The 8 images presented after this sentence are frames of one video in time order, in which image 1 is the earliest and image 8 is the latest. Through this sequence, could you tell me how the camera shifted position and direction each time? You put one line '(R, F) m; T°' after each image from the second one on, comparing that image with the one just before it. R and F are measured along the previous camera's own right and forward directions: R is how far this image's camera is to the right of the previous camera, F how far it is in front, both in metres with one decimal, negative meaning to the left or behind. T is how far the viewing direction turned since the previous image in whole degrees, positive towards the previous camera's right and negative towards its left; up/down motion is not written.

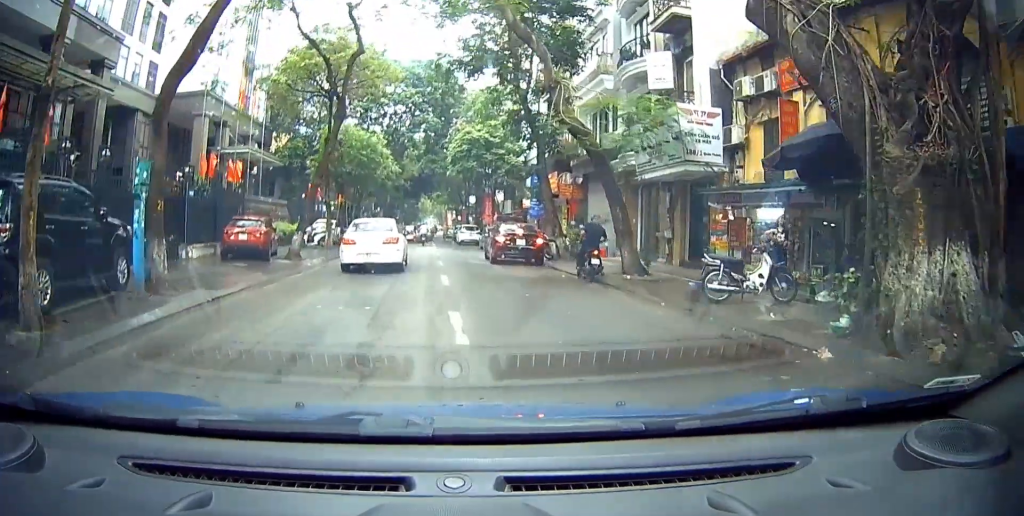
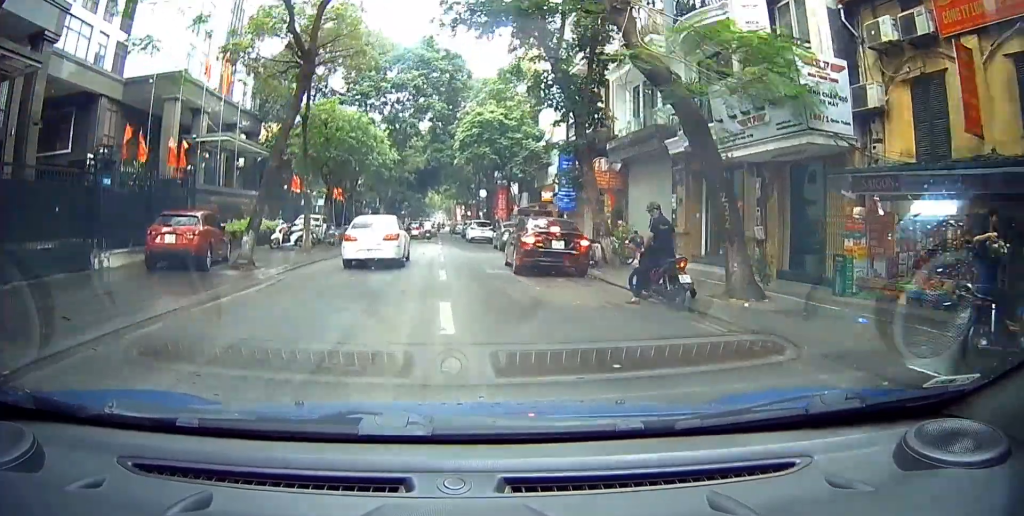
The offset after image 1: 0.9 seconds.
(0.0, +4.1) m; 0°
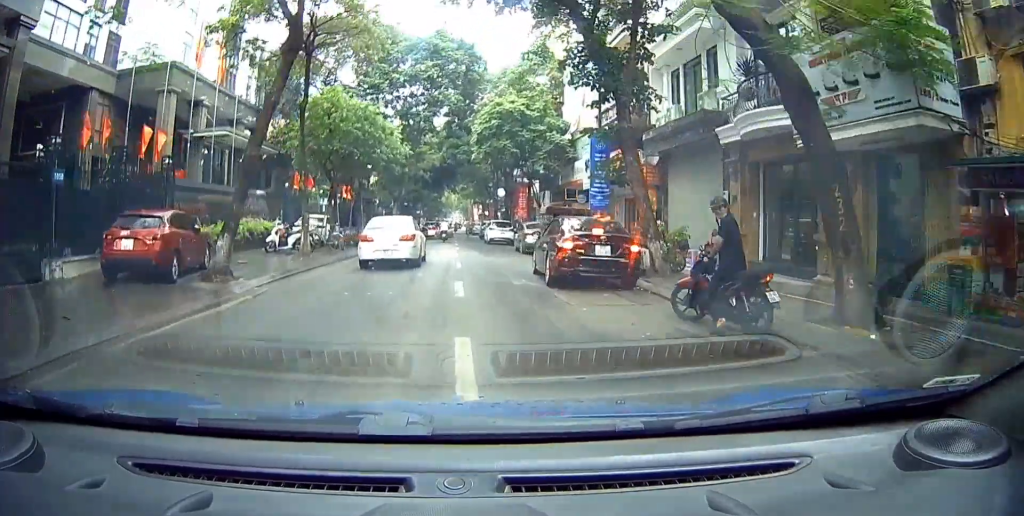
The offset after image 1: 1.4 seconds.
(0.0, +1.8) m; 0°
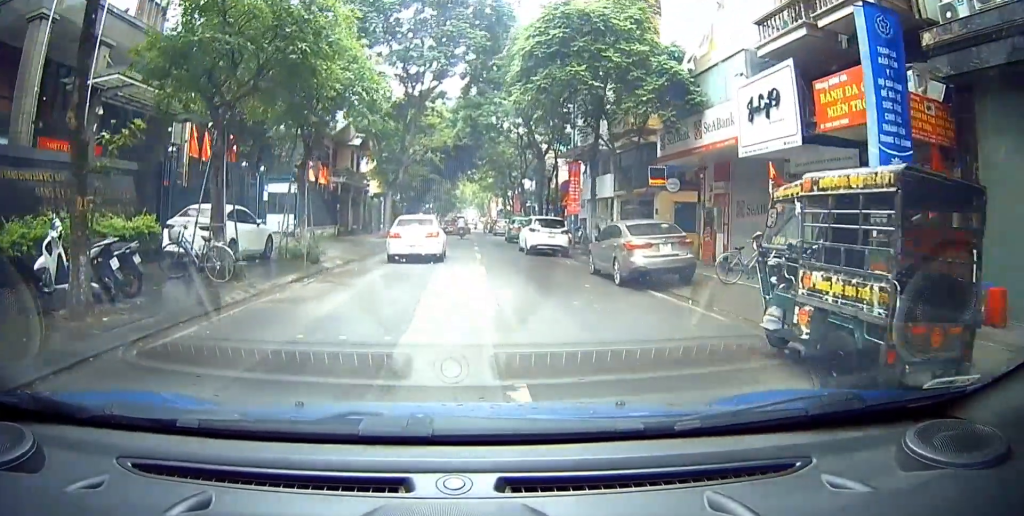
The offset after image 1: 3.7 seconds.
(0.0, +9.5) m; 0°
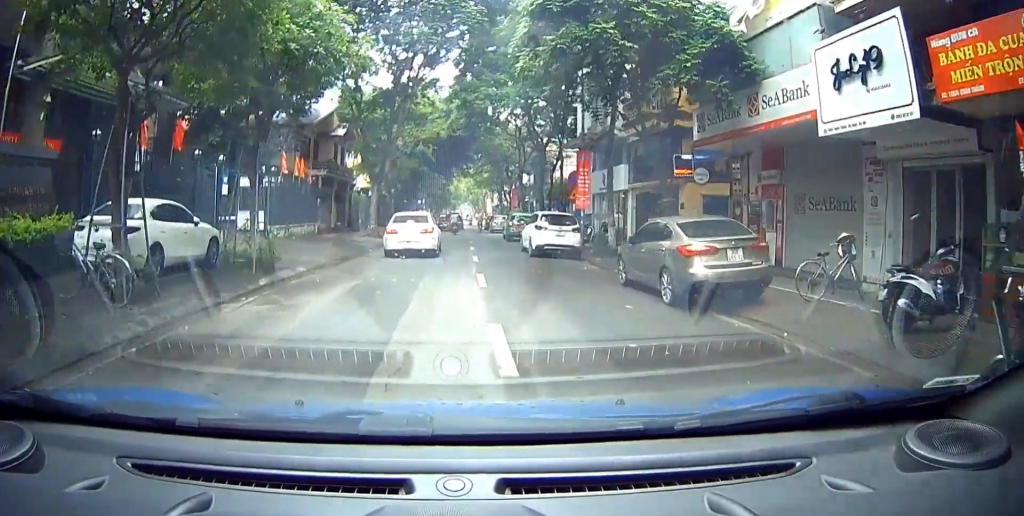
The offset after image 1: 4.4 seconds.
(0.0, +2.6) m; 0°
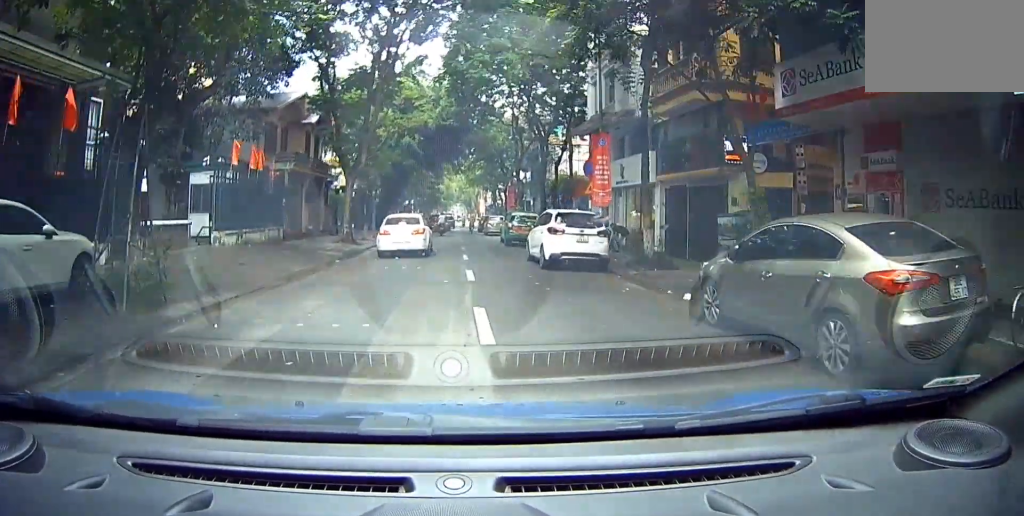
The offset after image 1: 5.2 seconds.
(0.0, +3.1) m; 0°
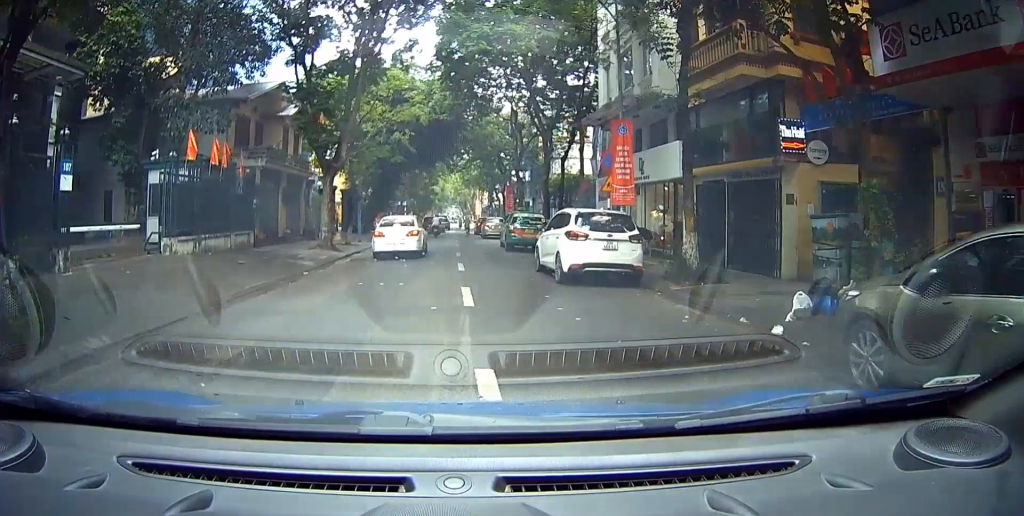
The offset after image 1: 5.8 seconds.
(0.0, +2.2) m; 0°
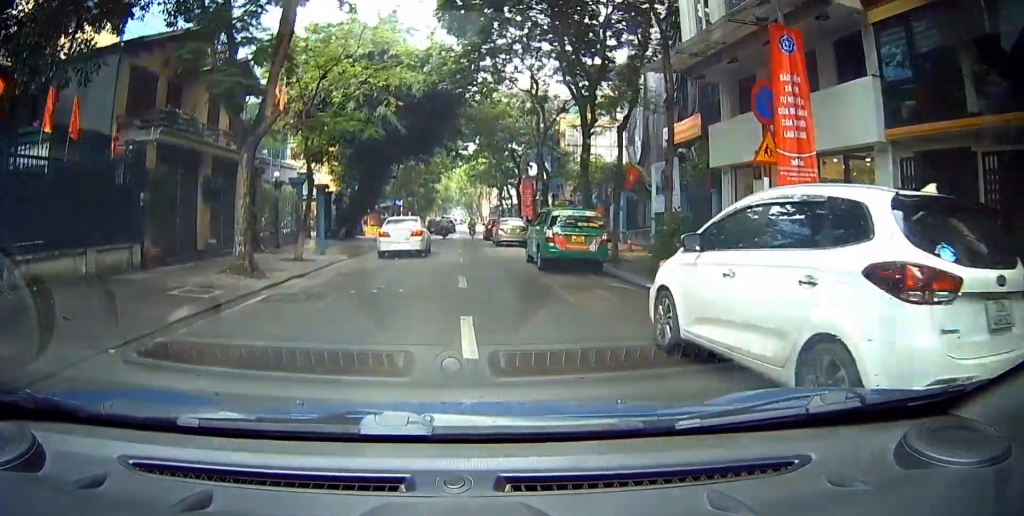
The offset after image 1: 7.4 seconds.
(0.0, +7.1) m; 0°
